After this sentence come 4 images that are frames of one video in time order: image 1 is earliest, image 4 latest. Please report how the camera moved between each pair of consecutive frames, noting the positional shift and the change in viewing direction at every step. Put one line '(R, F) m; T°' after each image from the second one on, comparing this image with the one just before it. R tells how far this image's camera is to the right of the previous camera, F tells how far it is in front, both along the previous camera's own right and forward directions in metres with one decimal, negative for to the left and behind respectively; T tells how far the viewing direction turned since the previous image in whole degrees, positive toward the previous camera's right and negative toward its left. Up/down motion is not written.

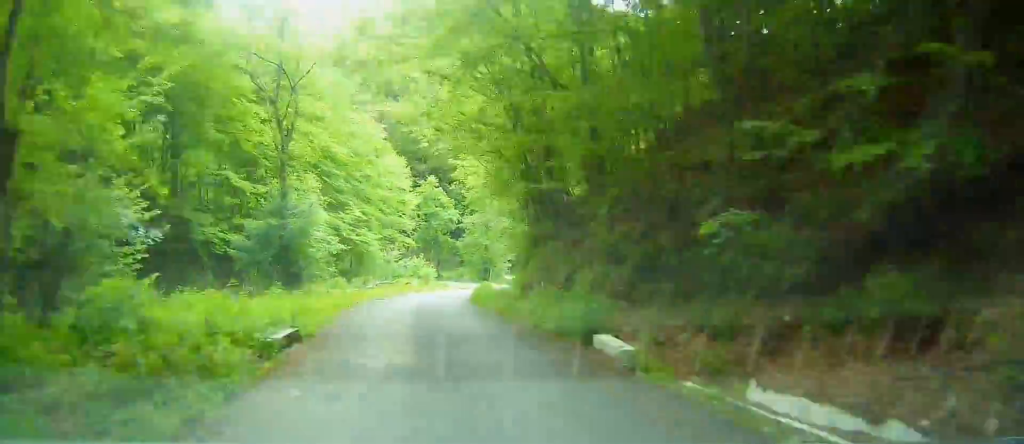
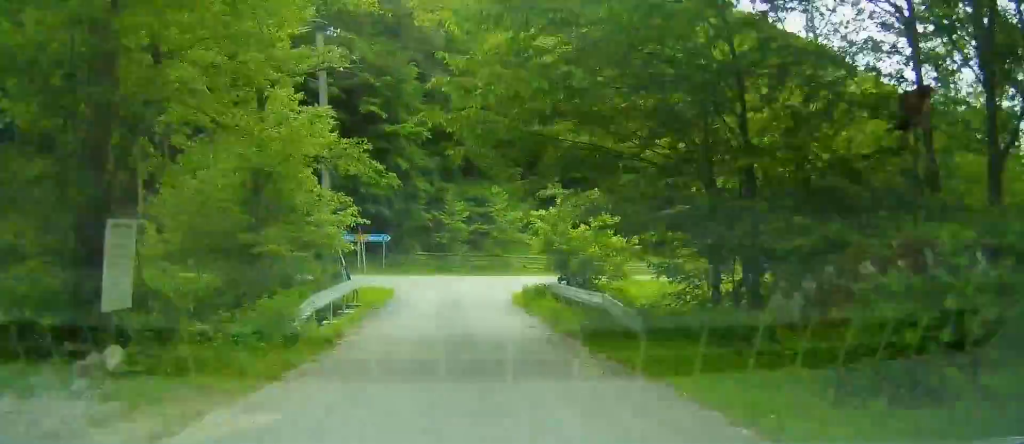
(+3.2, +64.2) m; +11°
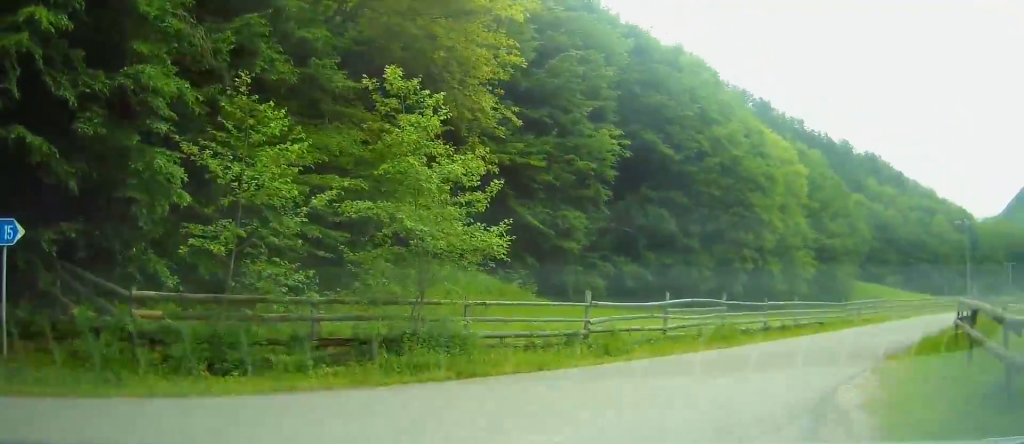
(+10.8, +31.4) m; +41°
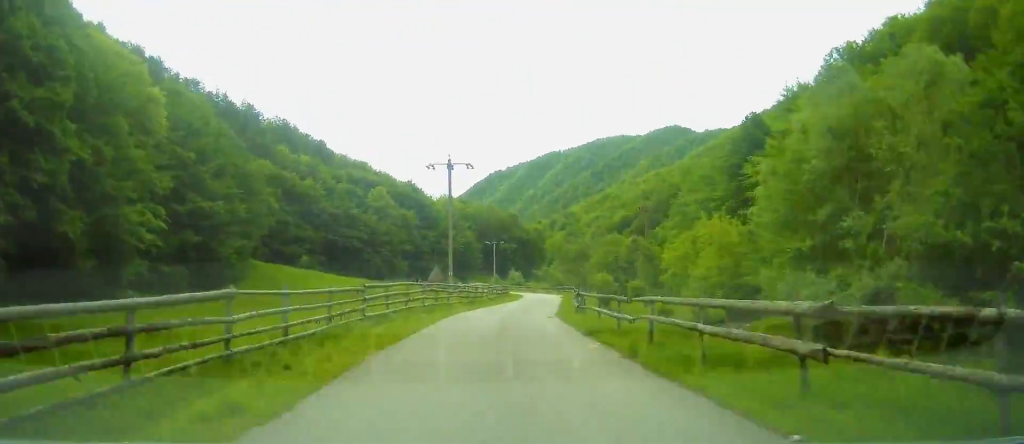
(+14.2, +41.5) m; +21°
